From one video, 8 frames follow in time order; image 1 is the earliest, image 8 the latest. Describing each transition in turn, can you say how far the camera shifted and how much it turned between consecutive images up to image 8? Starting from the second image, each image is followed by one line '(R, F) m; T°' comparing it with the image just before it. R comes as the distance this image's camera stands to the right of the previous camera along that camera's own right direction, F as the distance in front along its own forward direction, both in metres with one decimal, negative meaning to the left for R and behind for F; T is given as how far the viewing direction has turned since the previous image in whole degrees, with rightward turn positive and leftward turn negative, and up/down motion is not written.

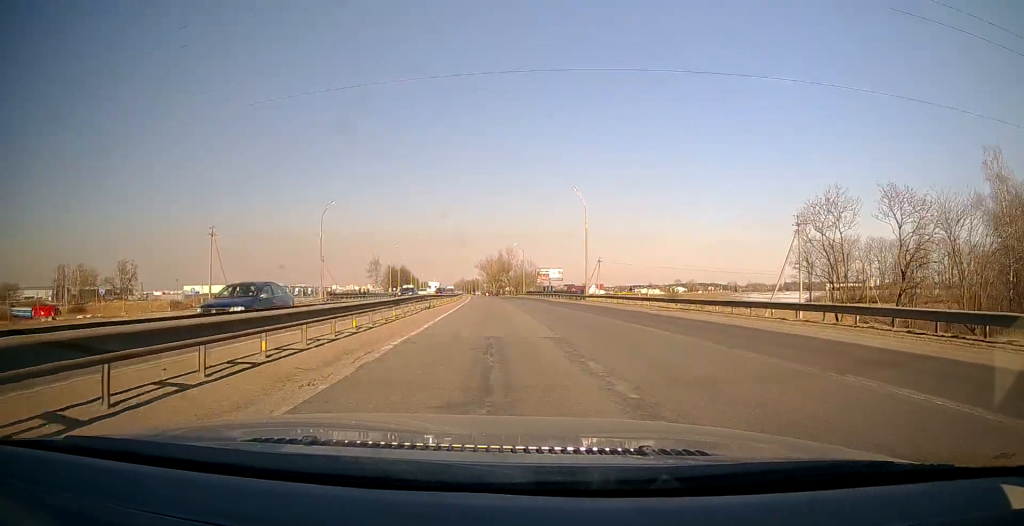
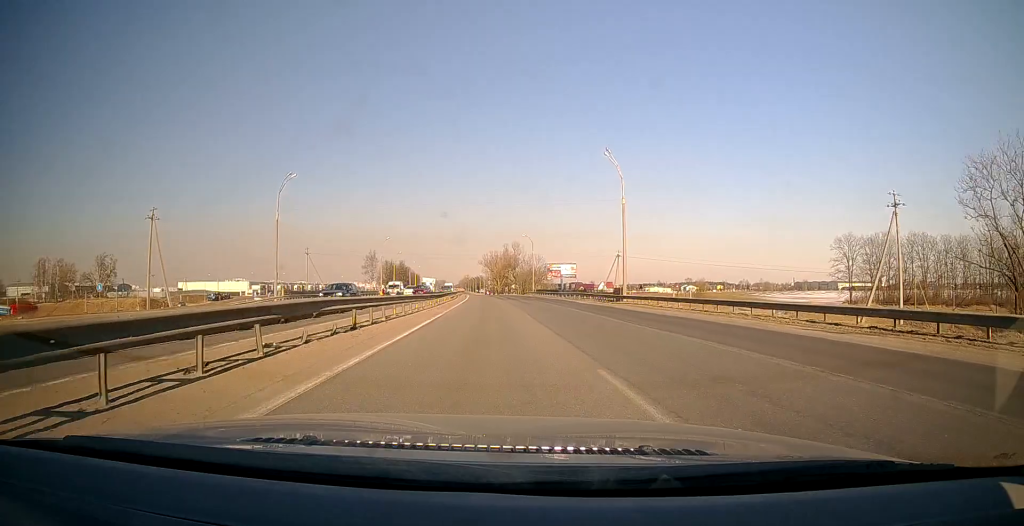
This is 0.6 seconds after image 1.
(-0.4, +18.0) m; 0°
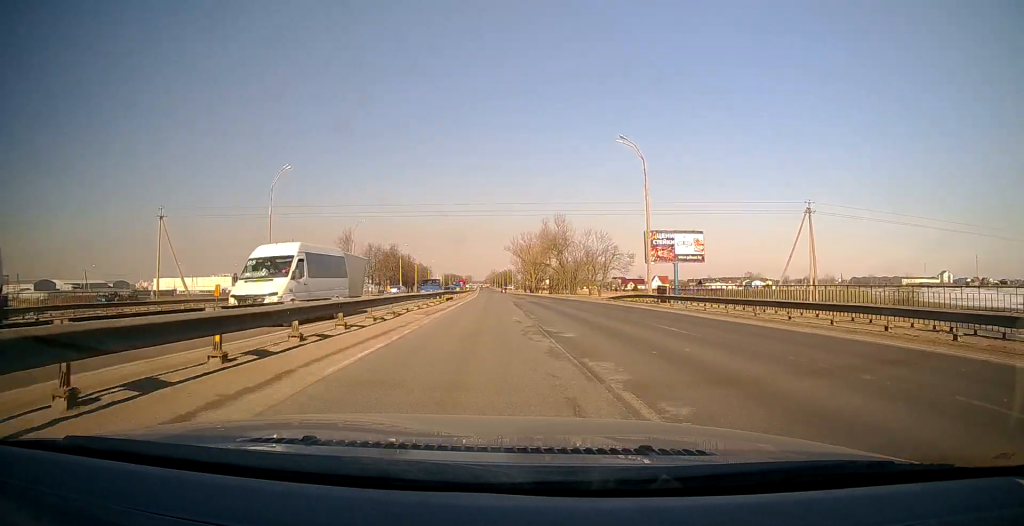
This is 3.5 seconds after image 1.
(-1.6, +78.7) m; -3°
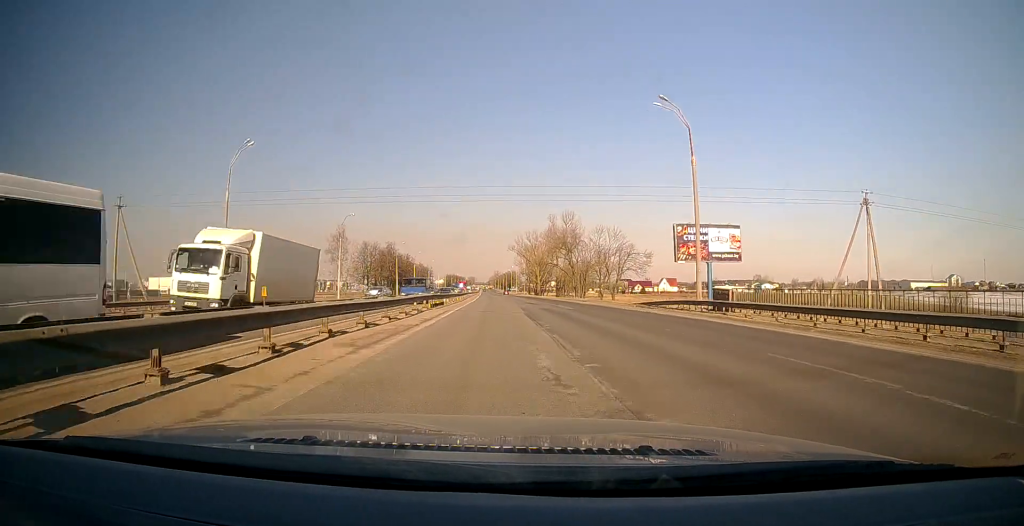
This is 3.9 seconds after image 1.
(-0.1, +10.8) m; 0°
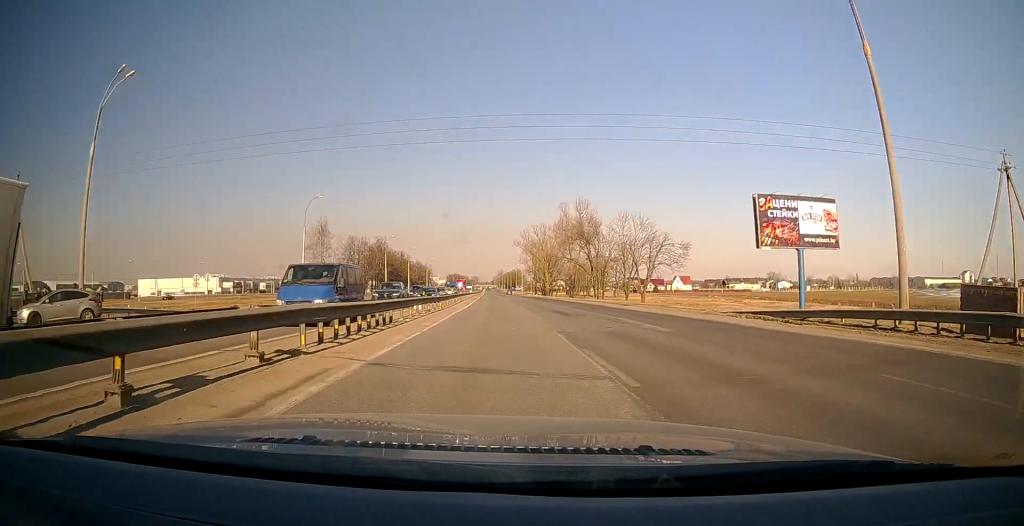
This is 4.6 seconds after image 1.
(+0.2, +19.2) m; 0°
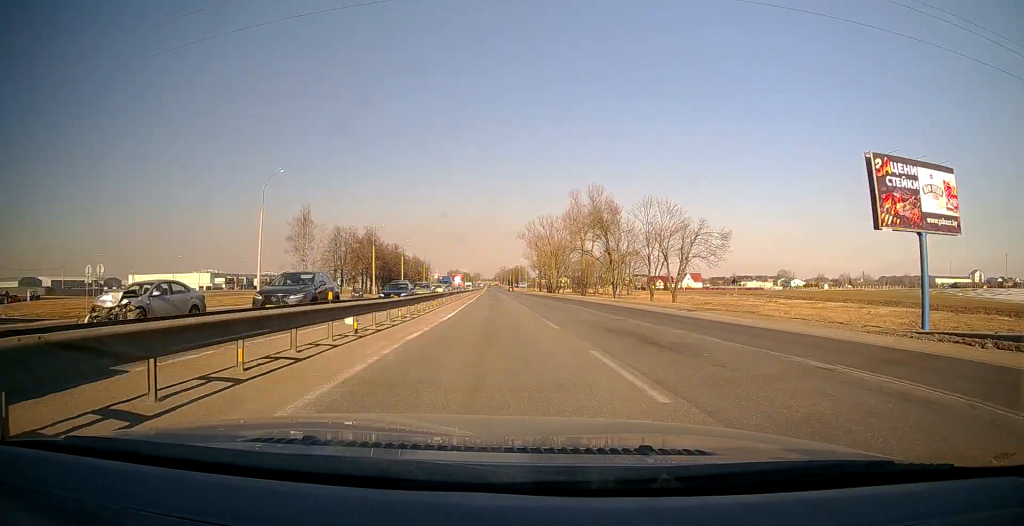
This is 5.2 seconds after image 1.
(0.0, +14.7) m; 0°
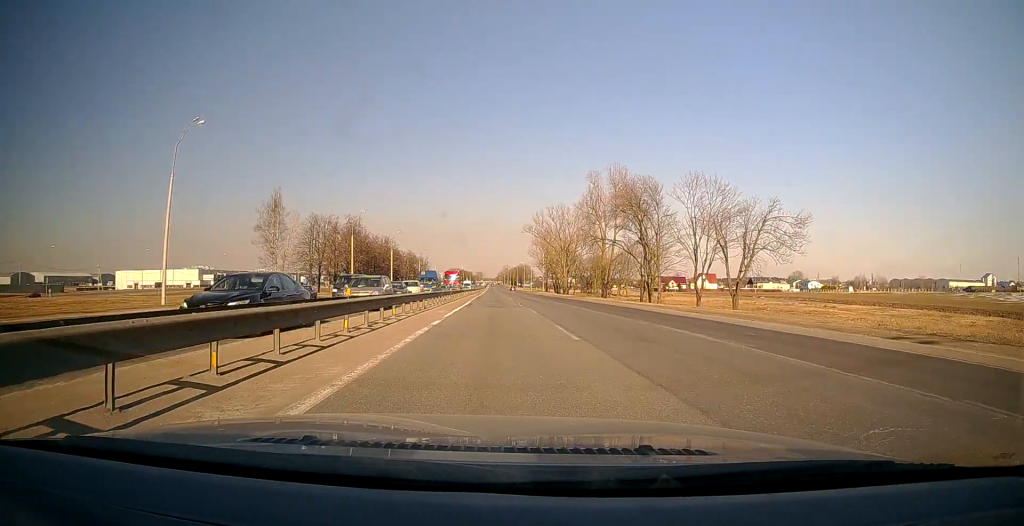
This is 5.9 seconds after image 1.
(-0.1, +18.8) m; -1°
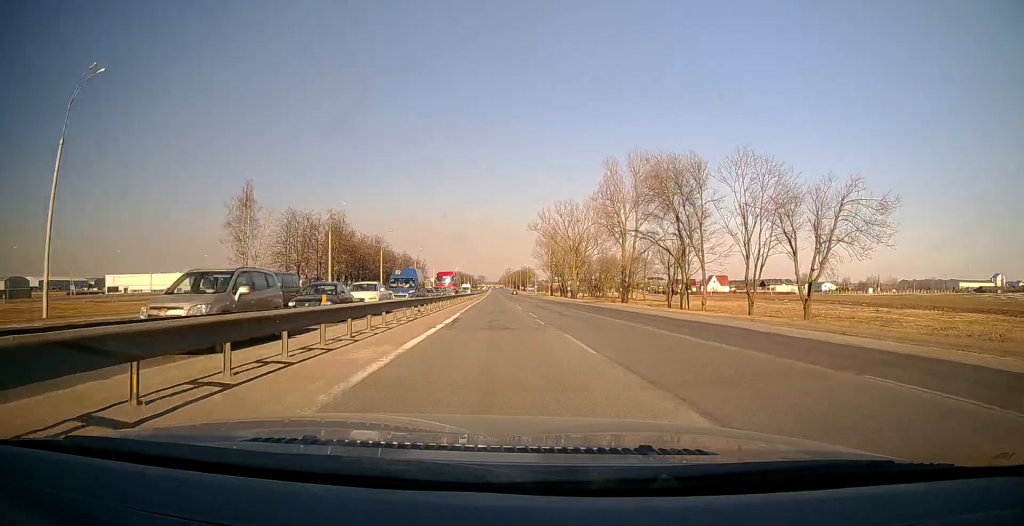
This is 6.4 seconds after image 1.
(-0.2, +13.6) m; 0°
